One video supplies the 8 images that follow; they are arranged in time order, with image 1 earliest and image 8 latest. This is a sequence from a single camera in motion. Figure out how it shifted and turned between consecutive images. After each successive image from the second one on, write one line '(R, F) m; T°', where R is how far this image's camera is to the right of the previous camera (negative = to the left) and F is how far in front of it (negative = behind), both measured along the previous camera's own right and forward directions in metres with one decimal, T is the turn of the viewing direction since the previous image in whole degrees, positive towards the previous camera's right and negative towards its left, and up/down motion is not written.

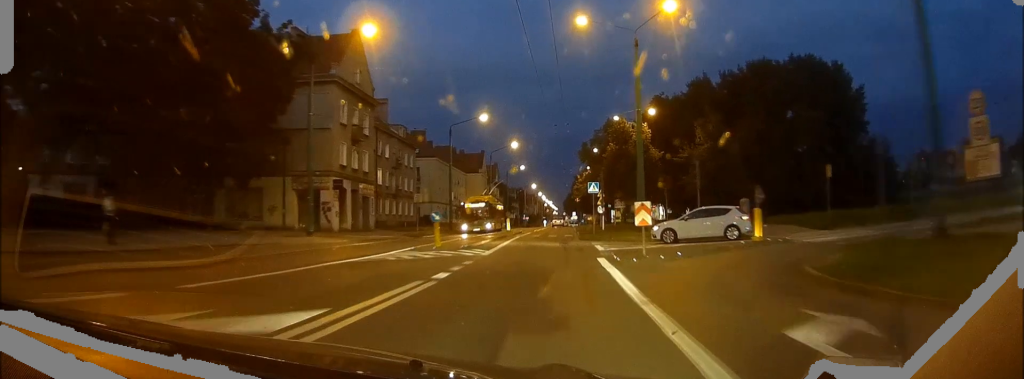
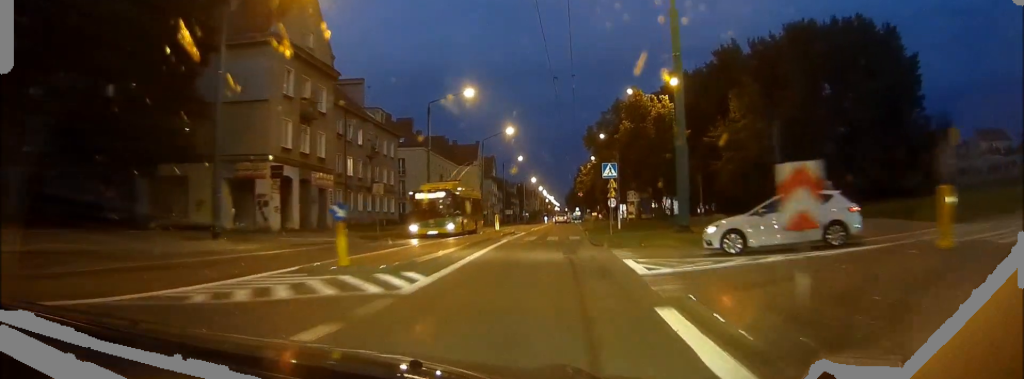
(0.0, +11.6) m; +1°
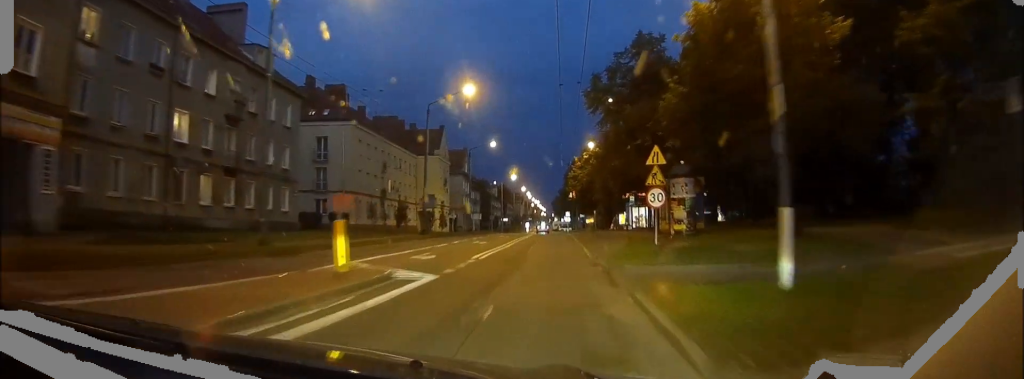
(+0.4, +29.3) m; +1°
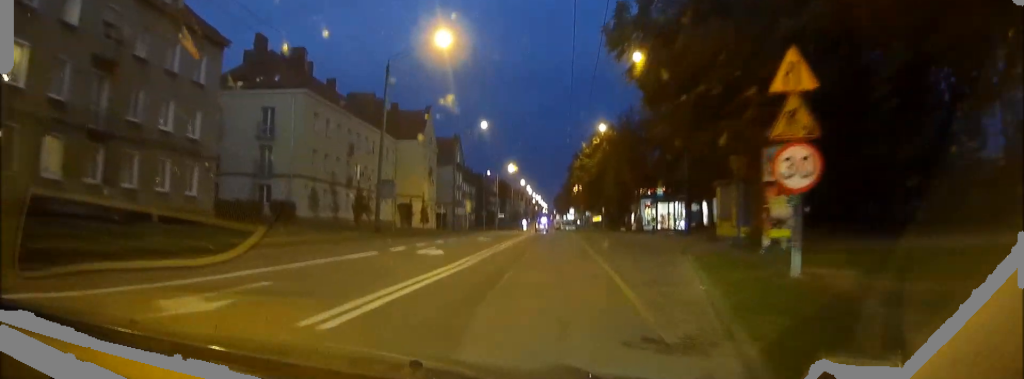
(0.0, +14.7) m; 0°
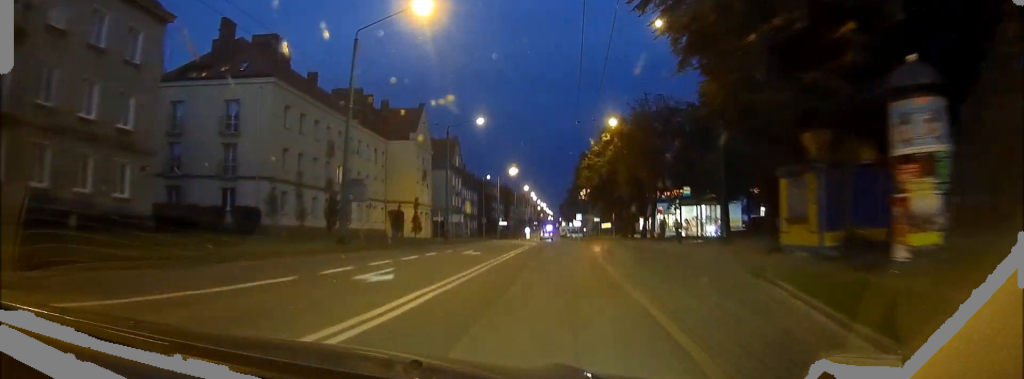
(0.0, +7.5) m; 0°
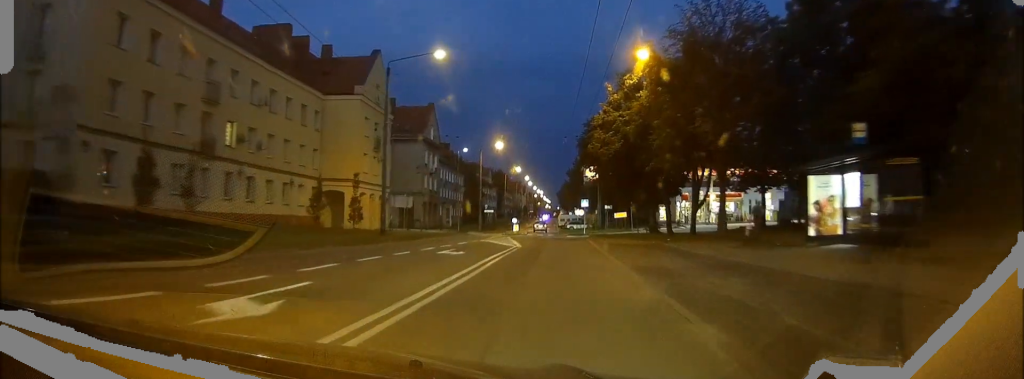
(-0.1, +22.0) m; 0°
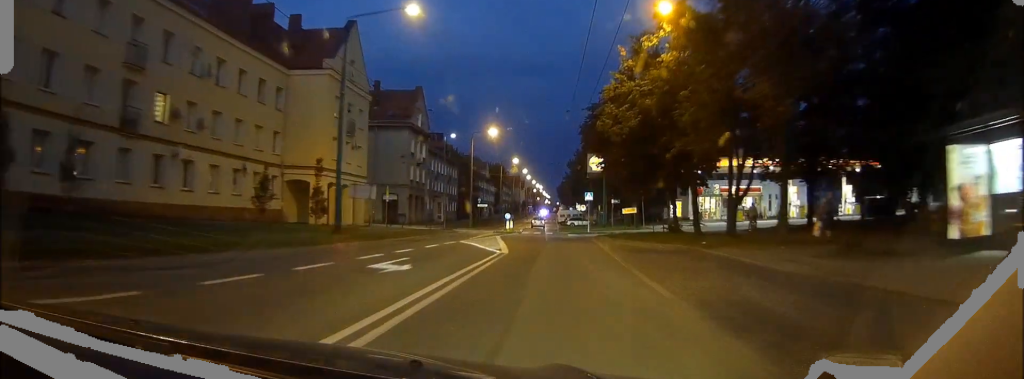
(+0.1, +8.3) m; 0°
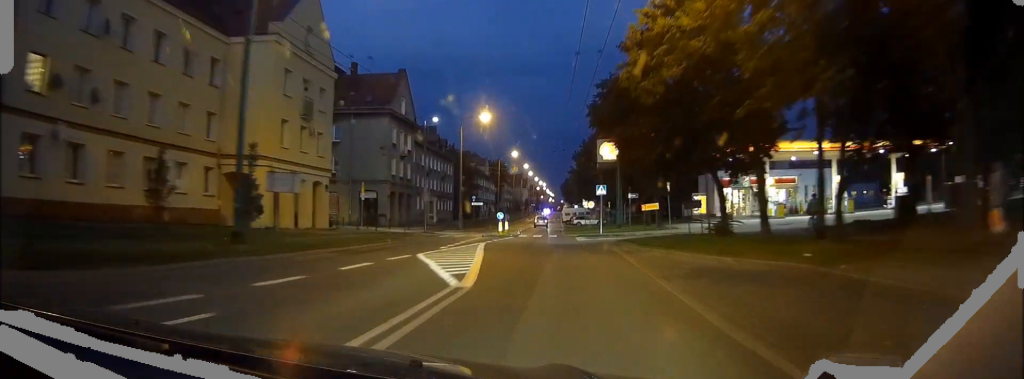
(0.0, +10.7) m; 0°
